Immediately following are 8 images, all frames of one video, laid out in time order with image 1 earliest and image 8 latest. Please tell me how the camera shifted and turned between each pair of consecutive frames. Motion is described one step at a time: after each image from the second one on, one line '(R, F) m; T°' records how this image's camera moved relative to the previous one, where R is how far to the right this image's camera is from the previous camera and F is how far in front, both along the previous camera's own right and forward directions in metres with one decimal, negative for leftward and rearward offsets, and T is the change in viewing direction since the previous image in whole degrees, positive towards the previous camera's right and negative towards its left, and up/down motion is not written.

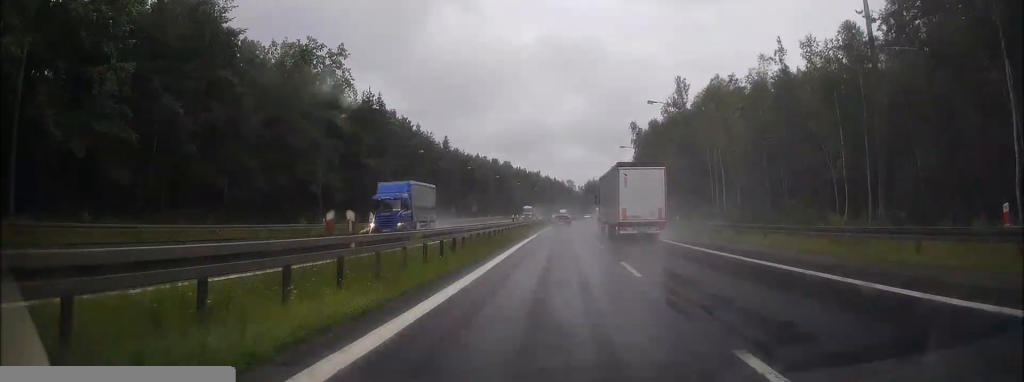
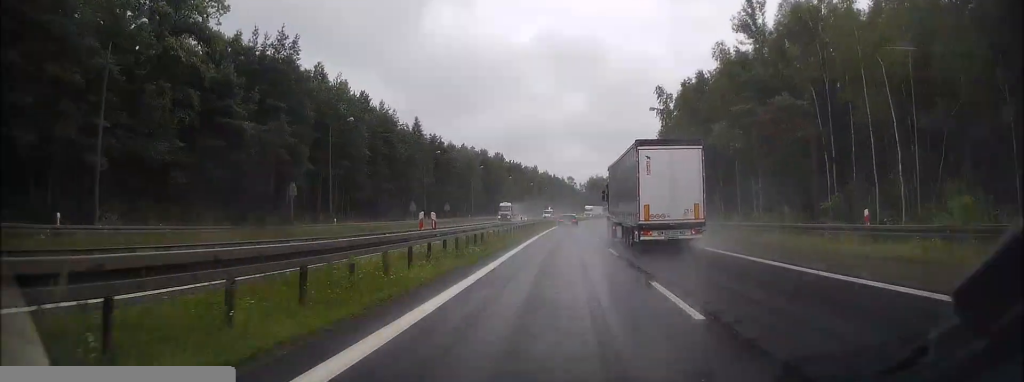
(0.0, +29.2) m; 0°
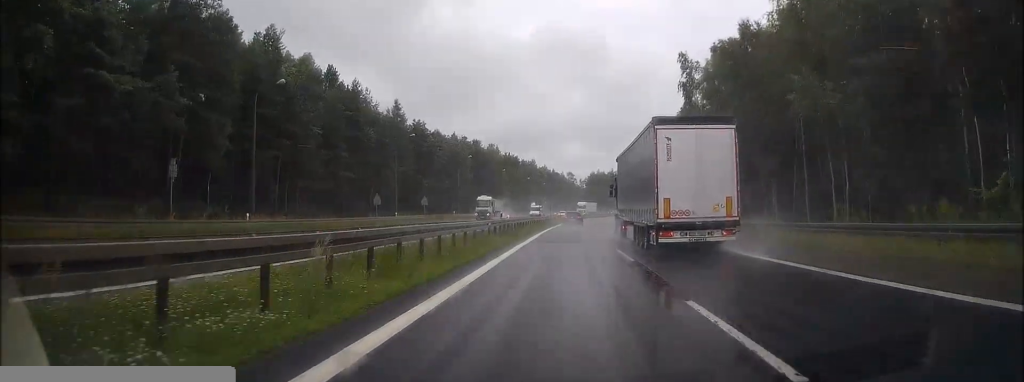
(0.0, +15.0) m; 0°
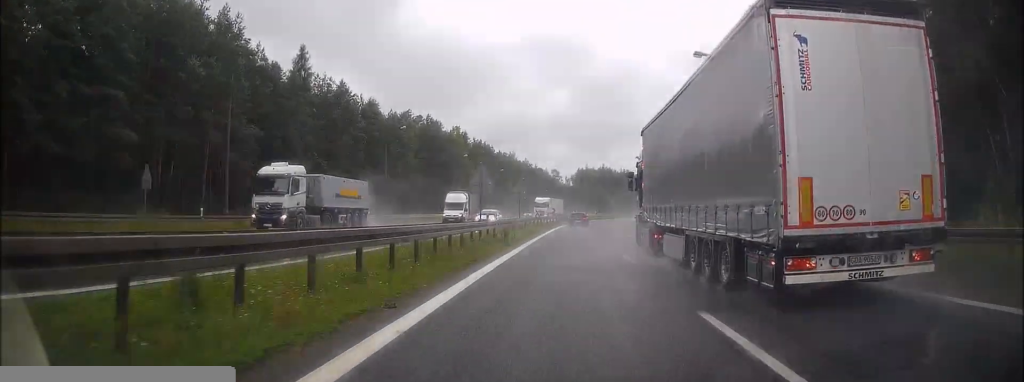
(+0.4, +36.3) m; +2°
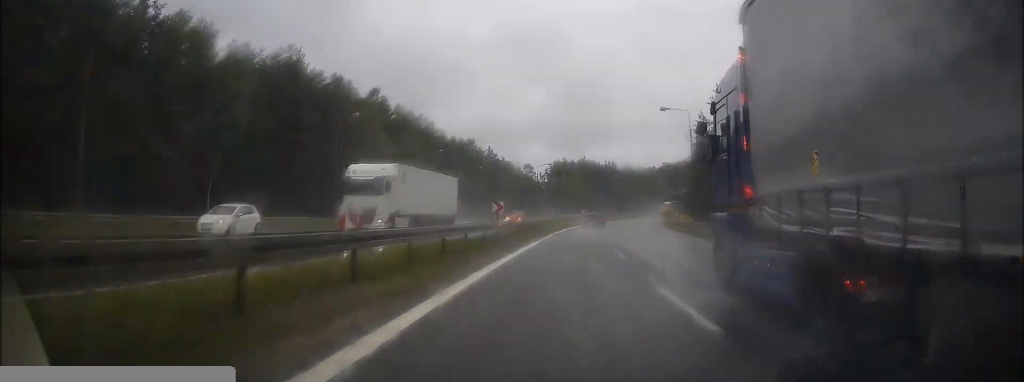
(+1.2, +45.3) m; +3°
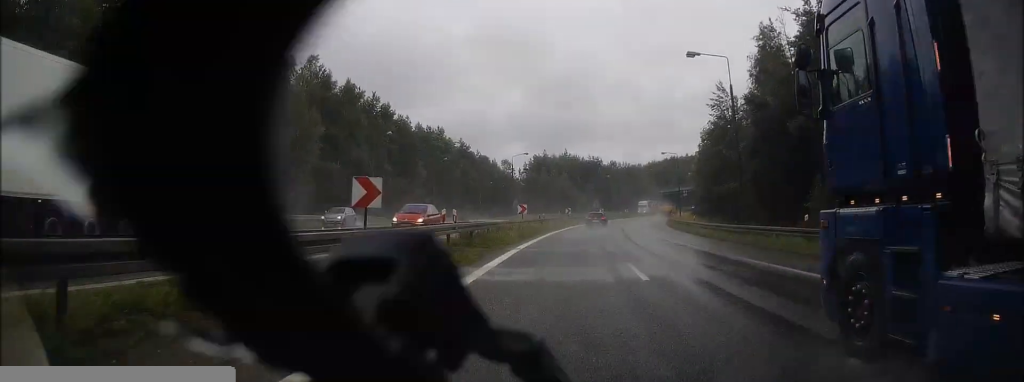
(+0.1, +18.5) m; +2°
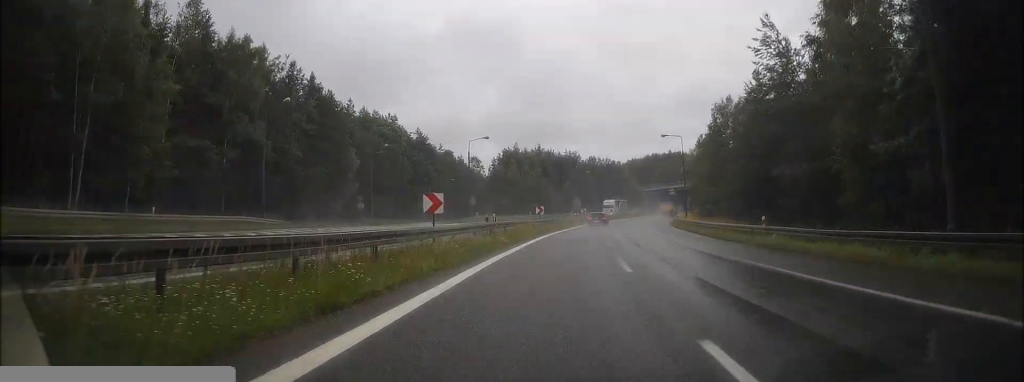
(+0.6, +22.3) m; +2°
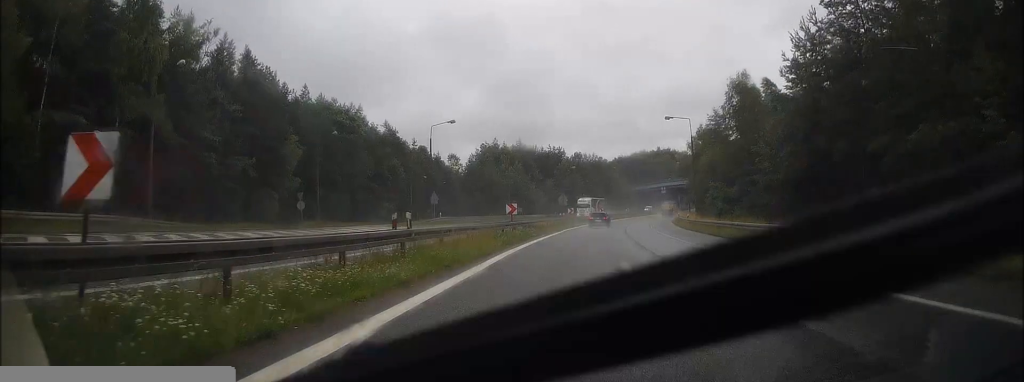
(+0.2, +14.0) m; +2°
